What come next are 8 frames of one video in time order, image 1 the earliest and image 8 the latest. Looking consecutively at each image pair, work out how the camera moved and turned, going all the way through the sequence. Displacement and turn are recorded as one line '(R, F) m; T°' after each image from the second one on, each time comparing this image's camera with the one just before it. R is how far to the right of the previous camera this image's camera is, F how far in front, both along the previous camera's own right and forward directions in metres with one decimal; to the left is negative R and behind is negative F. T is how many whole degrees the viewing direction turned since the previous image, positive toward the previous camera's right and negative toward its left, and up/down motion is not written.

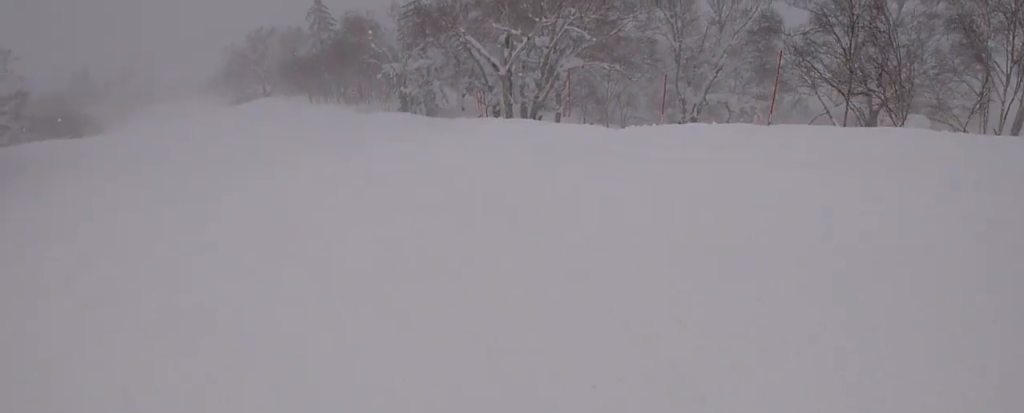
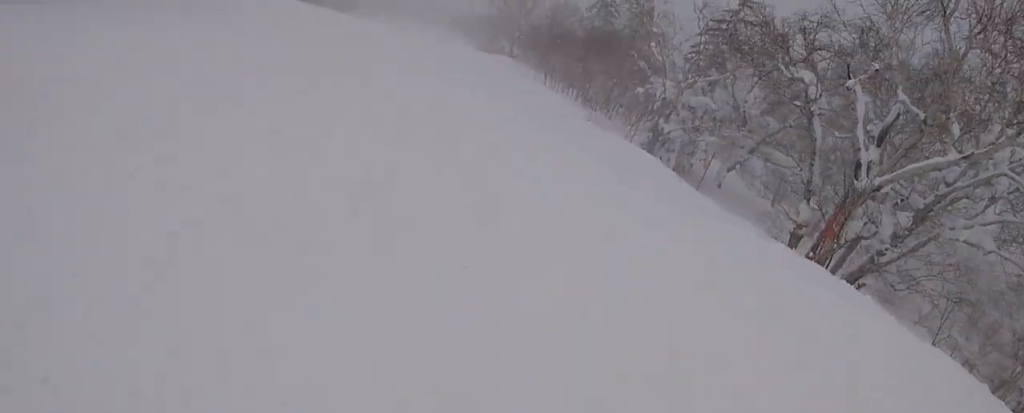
(-1.7, +15.1) m; -20°
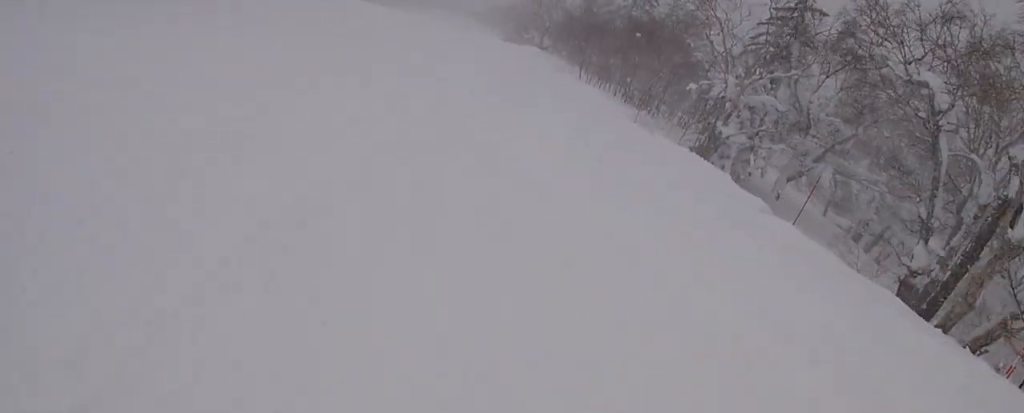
(-0.5, +4.8) m; -5°
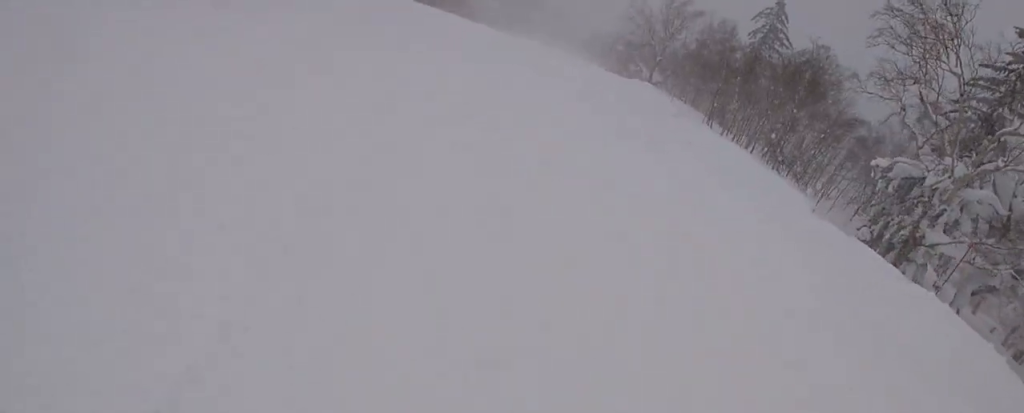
(-0.7, +8.9) m; -7°
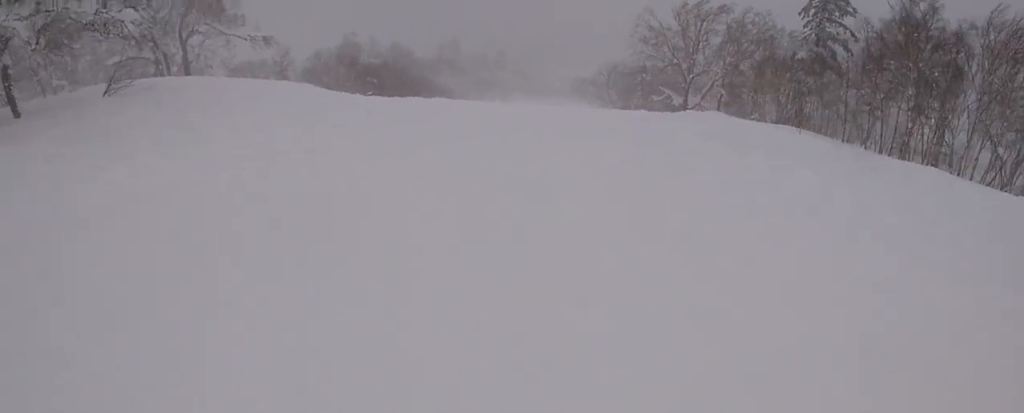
(-0.1, +14.8) m; +8°
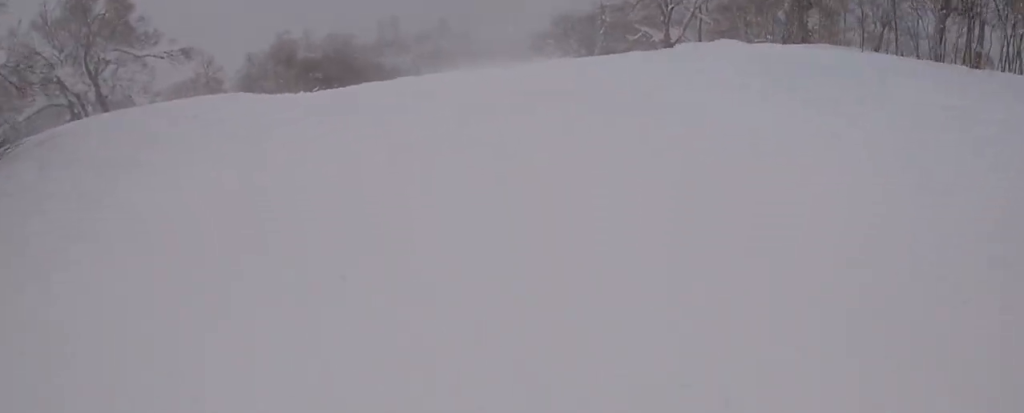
(+0.3, +6.0) m; +9°
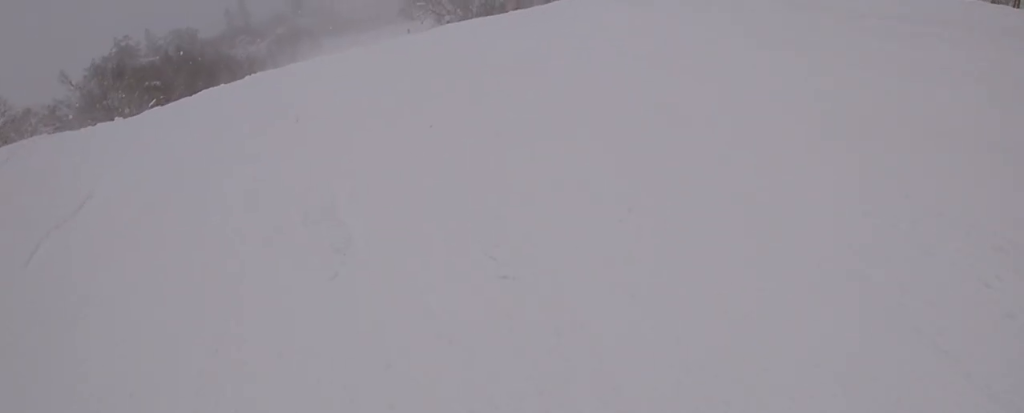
(+0.5, +8.4) m; +17°
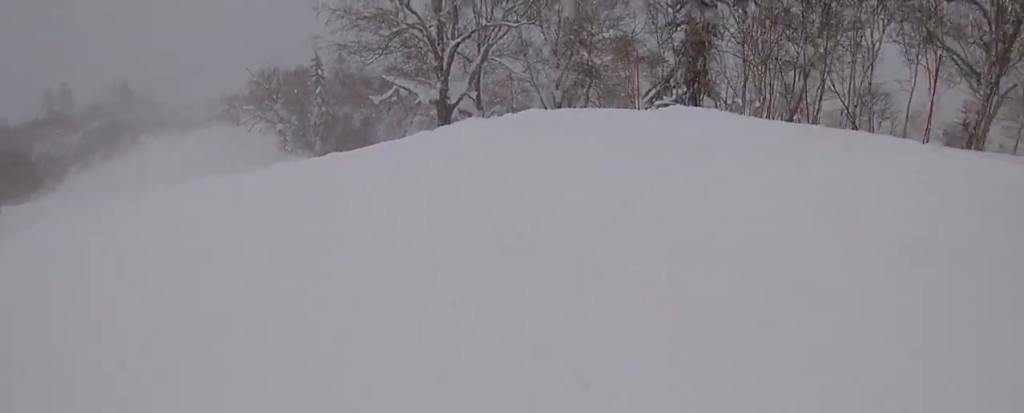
(+2.5, +15.4) m; +1°
